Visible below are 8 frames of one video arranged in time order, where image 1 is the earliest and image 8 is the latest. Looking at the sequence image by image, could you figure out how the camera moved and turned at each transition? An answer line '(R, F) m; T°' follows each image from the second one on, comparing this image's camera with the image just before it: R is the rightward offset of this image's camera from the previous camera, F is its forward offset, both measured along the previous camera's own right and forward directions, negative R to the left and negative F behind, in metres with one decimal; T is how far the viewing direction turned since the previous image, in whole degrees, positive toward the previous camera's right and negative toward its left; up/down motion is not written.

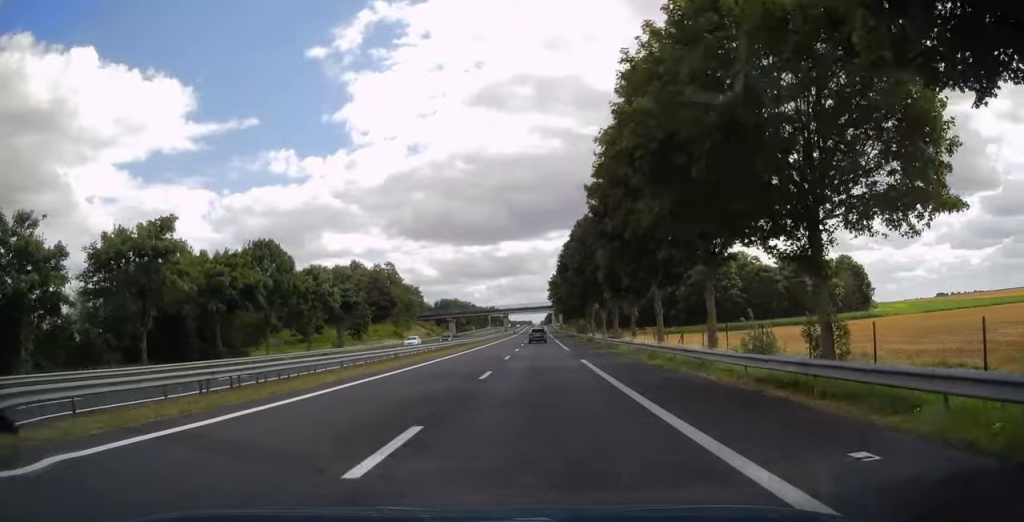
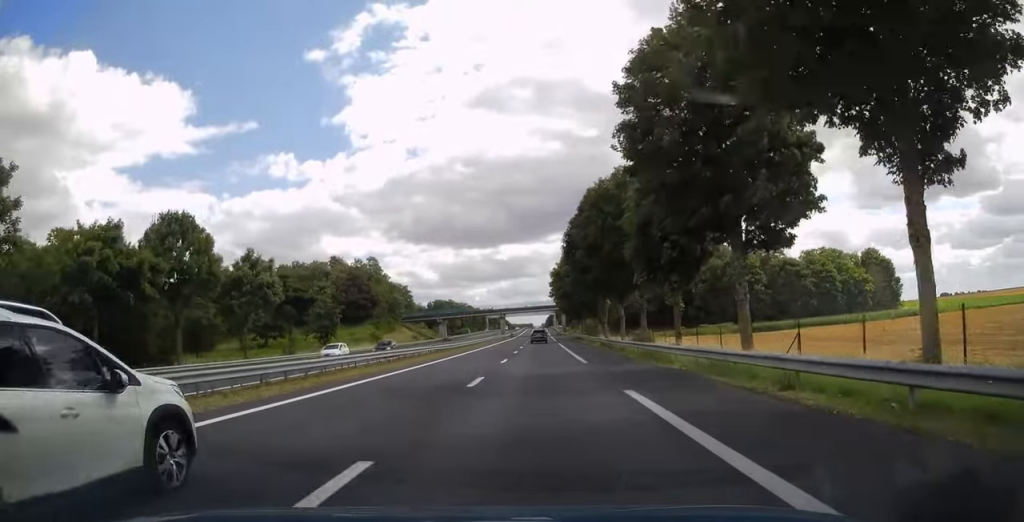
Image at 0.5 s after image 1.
(0.0, +15.1) m; 0°
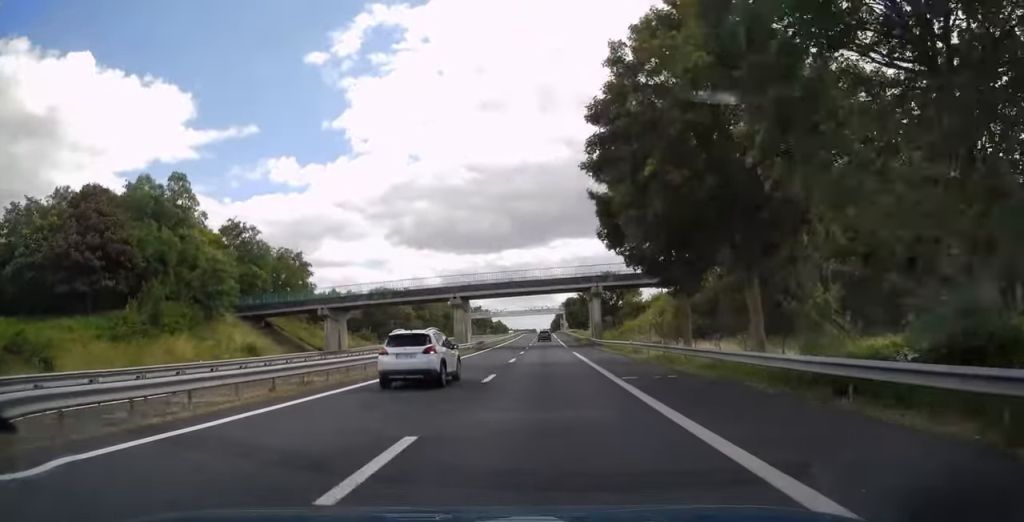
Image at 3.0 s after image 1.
(-0.1, +73.6) m; 0°
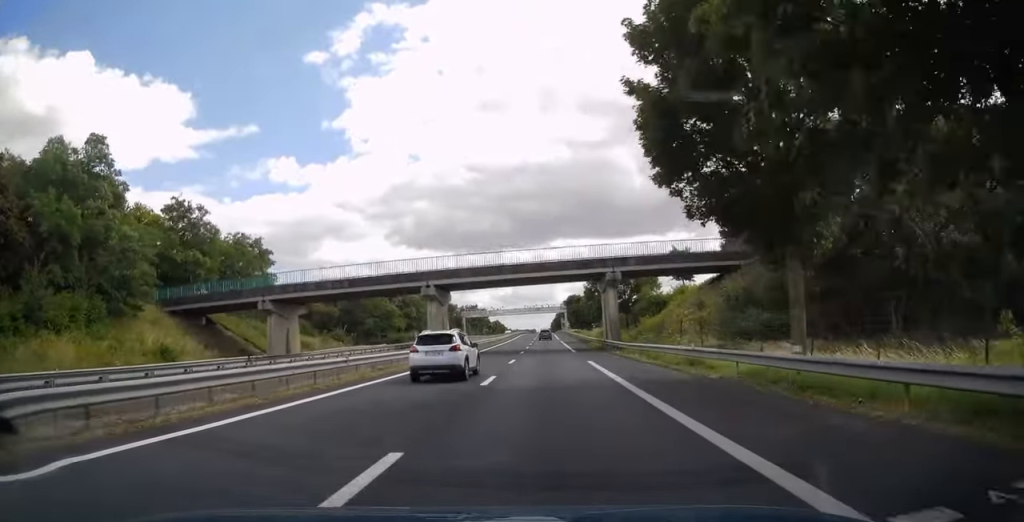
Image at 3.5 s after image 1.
(0.0, +13.7) m; 0°
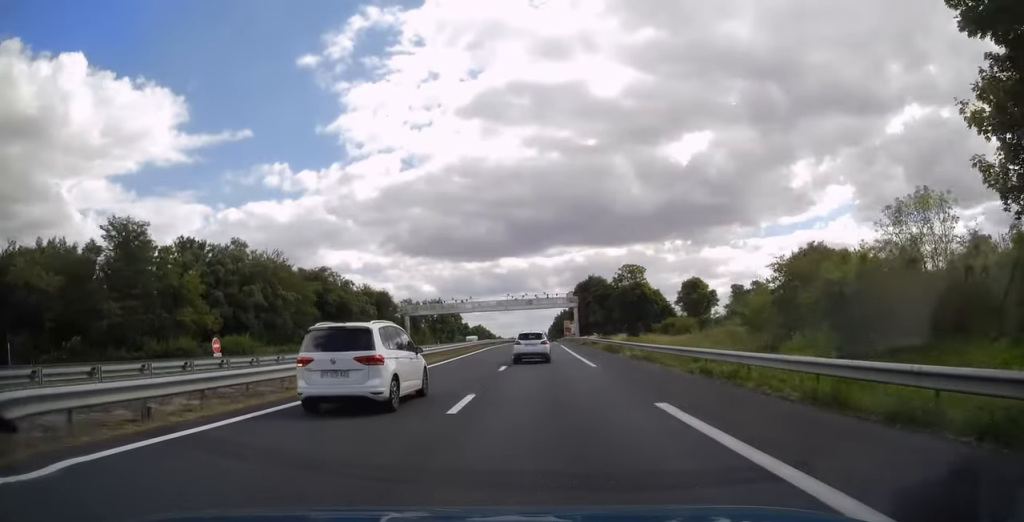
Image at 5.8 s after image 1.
(+0.3, +68.8) m; 0°
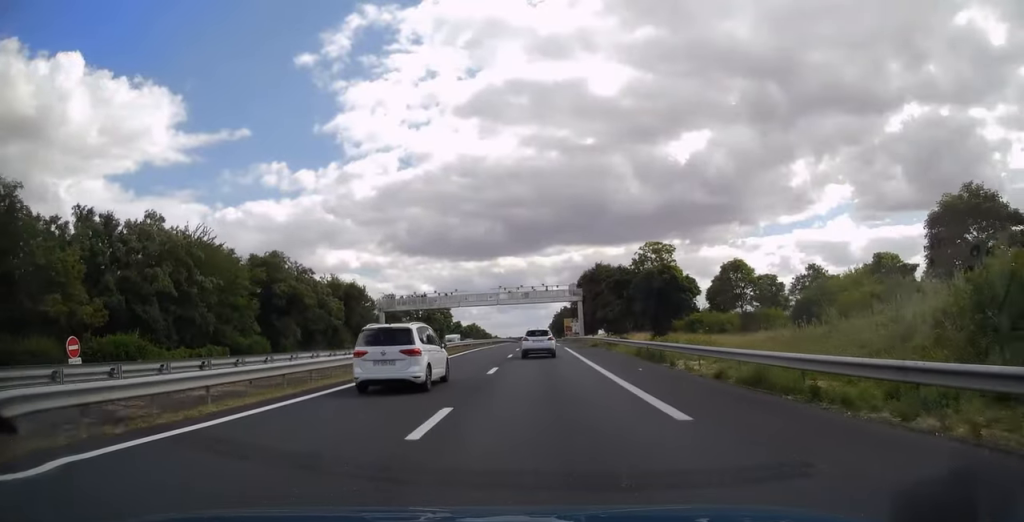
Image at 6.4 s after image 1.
(0.0, +15.6) m; 0°
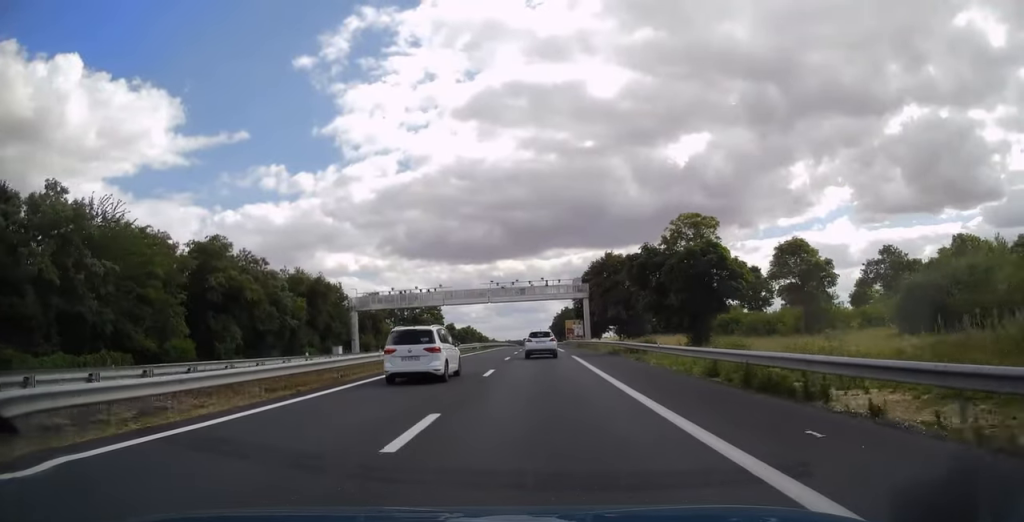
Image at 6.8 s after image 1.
(0.0, +13.1) m; 0°
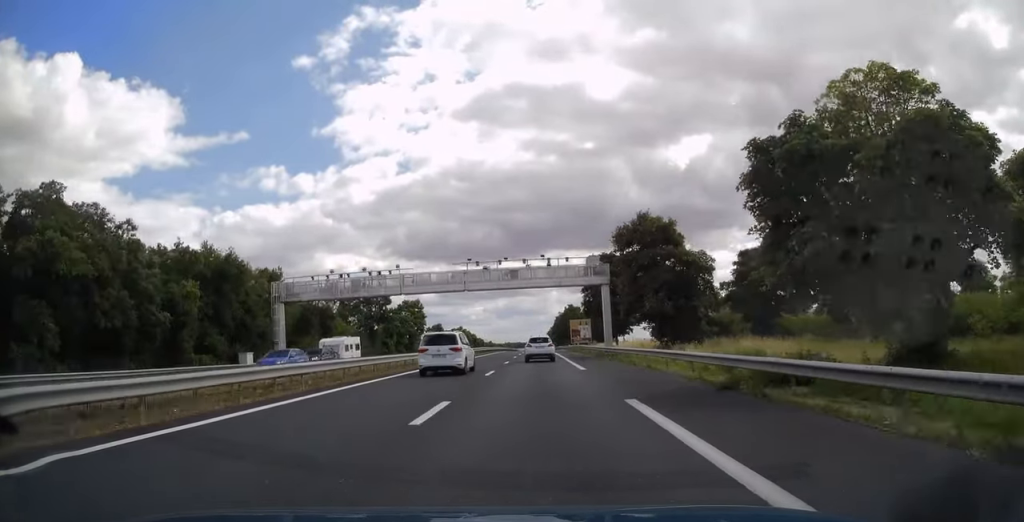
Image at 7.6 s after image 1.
(0.0, +22.9) m; 0°
